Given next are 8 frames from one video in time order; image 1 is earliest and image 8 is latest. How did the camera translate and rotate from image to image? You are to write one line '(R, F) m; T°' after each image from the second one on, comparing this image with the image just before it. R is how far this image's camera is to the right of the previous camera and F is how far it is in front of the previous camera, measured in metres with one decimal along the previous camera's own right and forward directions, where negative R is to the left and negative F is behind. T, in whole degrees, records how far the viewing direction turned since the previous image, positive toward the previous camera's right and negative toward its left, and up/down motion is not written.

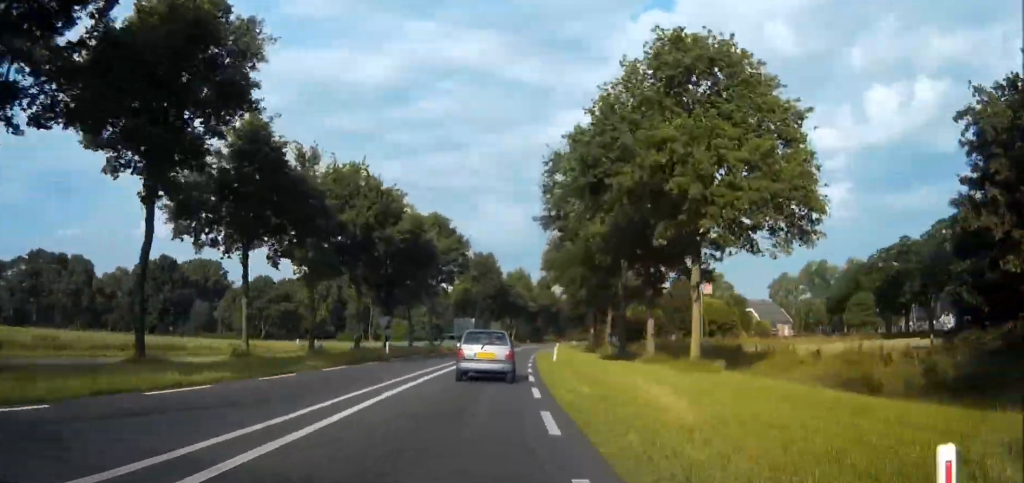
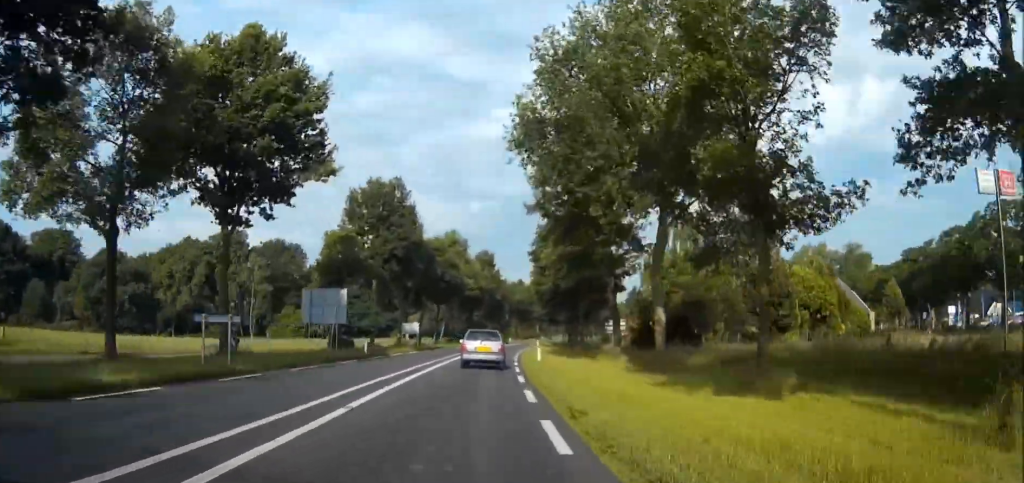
(+1.8, +50.8) m; +4°
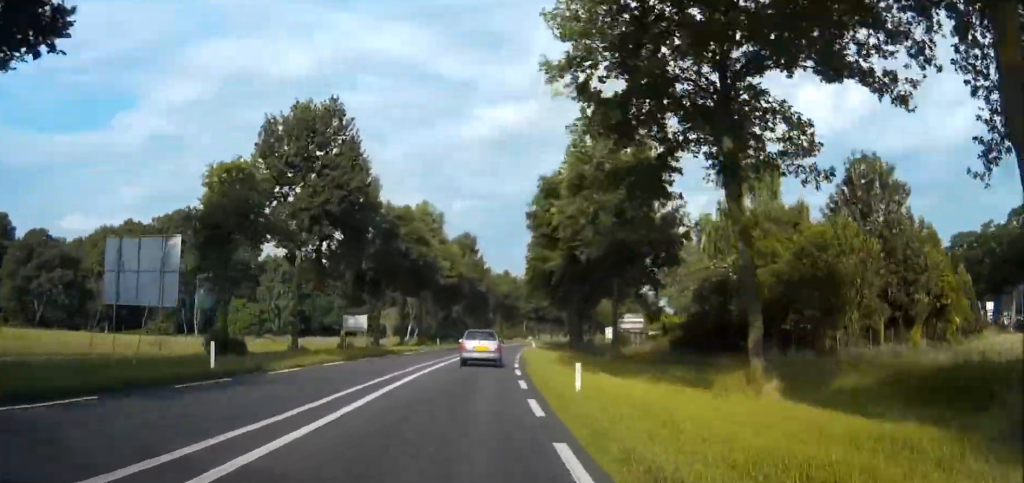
(+0.2, +21.0) m; +1°
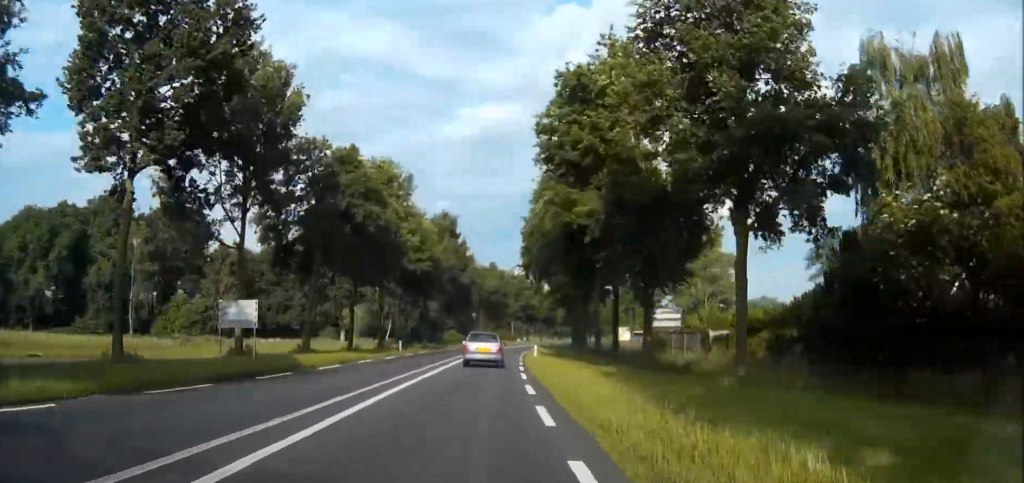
(+0.1, +19.4) m; +2°
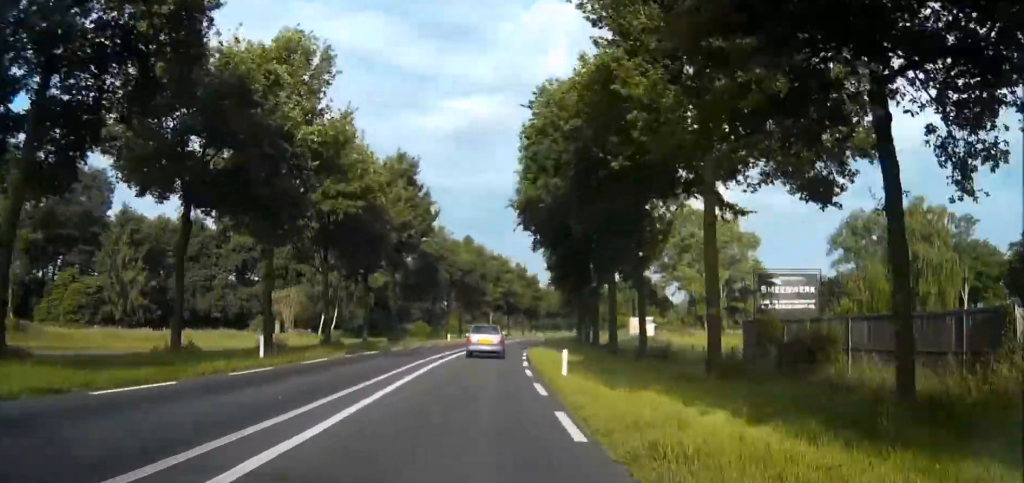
(0.0, +26.5) m; +3°
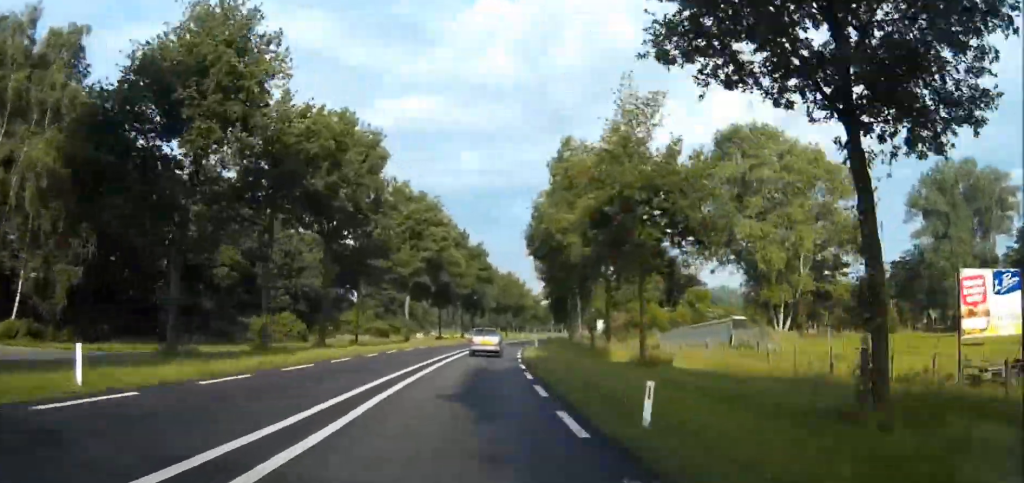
(+3.7, +61.8) m; +4°
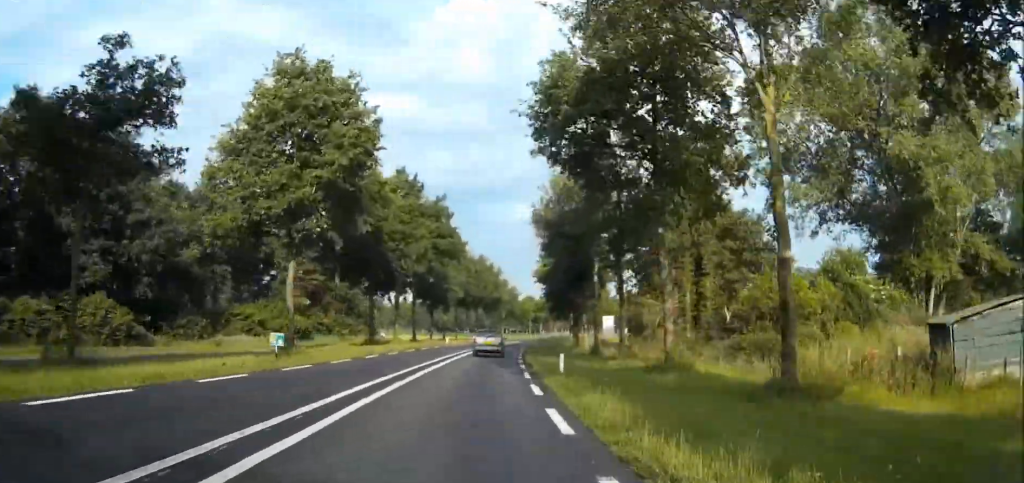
(0.0, +36.6) m; +1°
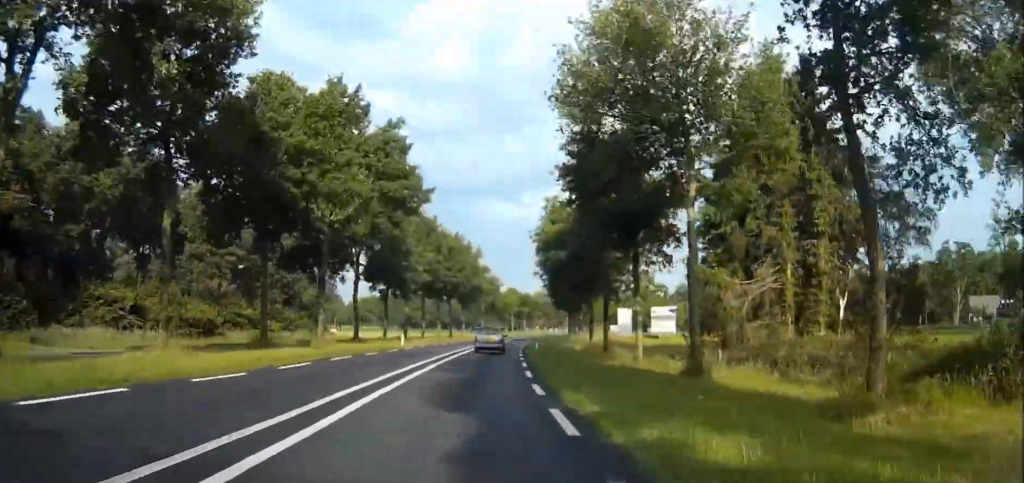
(-0.4, +24.4) m; +2°
